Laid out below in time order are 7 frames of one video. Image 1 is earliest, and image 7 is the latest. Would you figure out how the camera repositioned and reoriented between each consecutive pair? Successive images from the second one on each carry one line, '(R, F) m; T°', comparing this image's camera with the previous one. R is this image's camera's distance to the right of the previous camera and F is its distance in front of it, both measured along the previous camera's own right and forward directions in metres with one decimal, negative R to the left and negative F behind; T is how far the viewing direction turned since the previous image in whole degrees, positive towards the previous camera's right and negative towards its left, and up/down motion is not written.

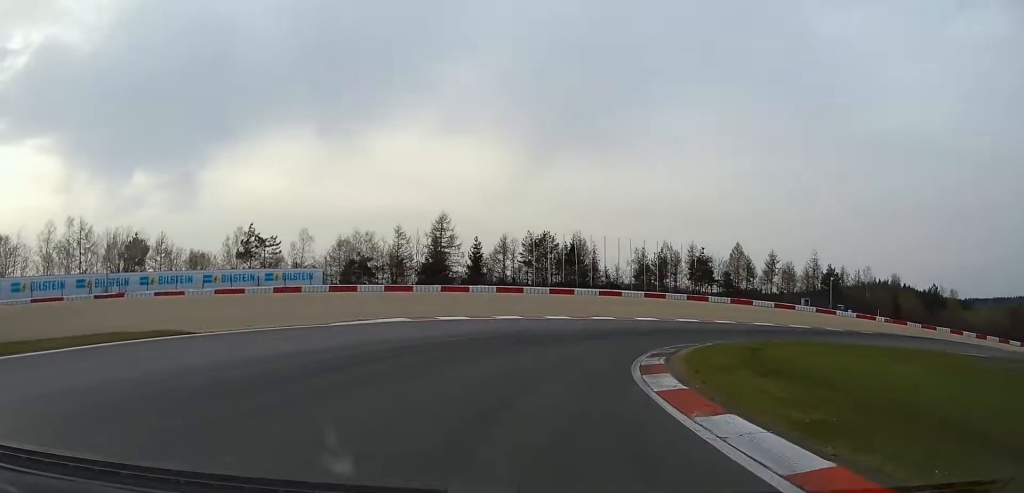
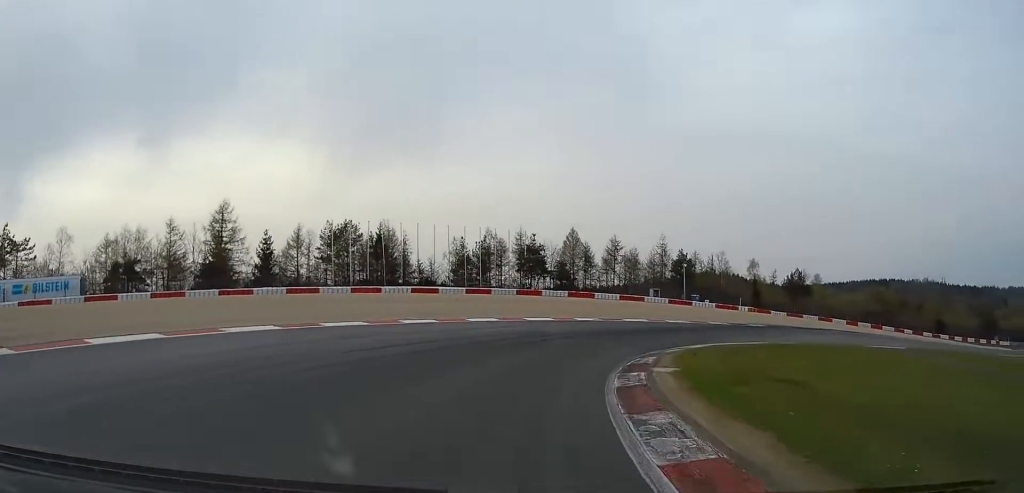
(+2.6, +16.6) m; +19°
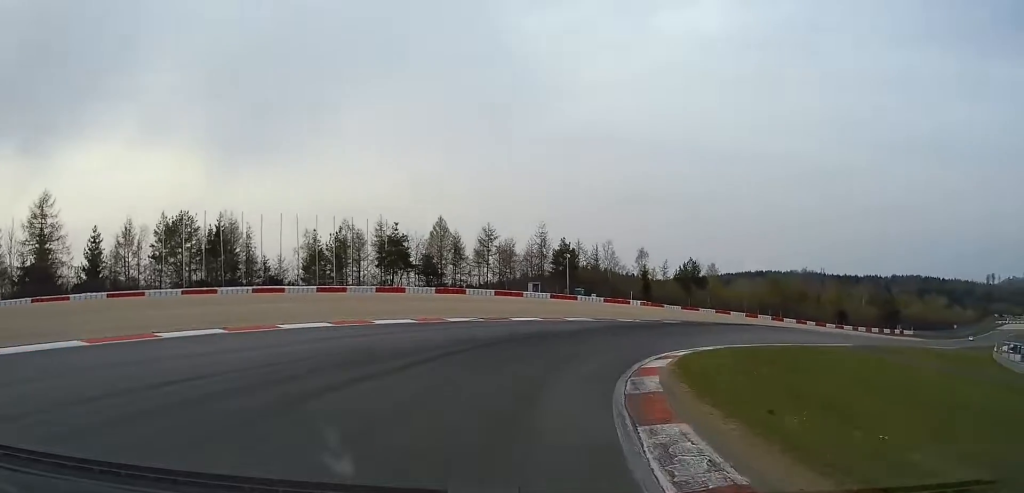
(+0.7, +11.2) m; +14°
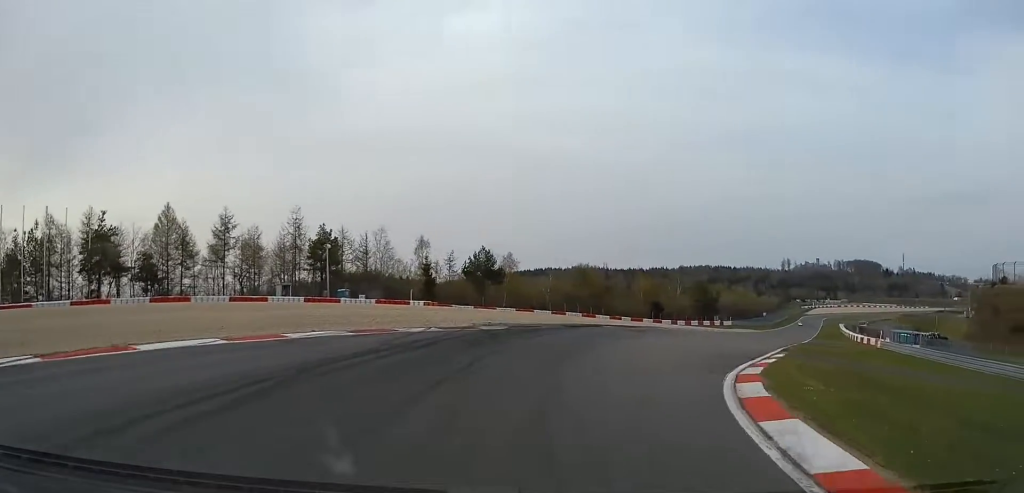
(+4.3, +21.6) m; +19°
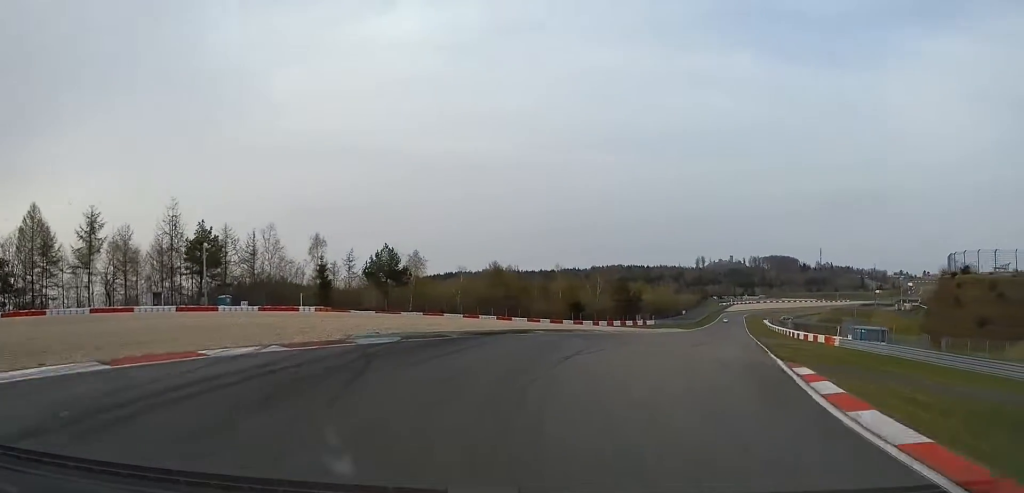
(+0.9, +10.6) m; +6°
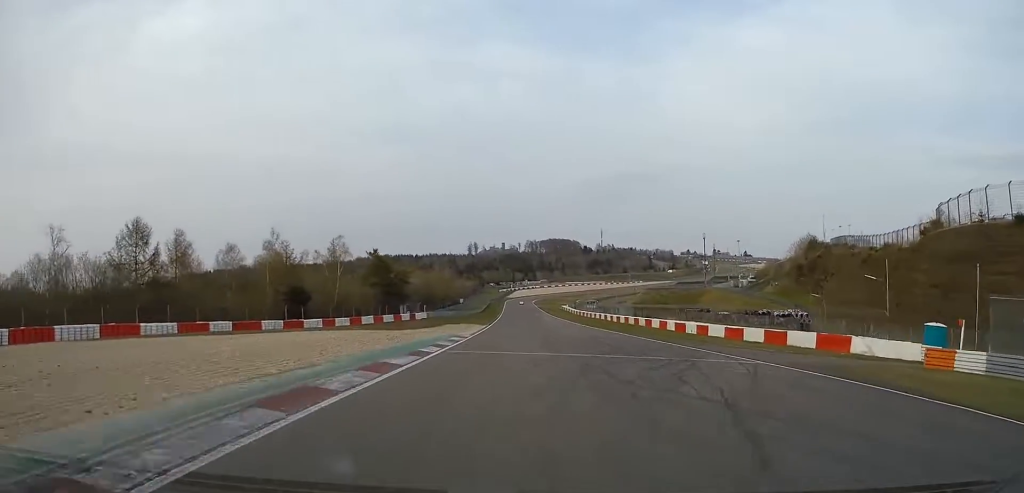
(+11.0, +58.8) m; +18°
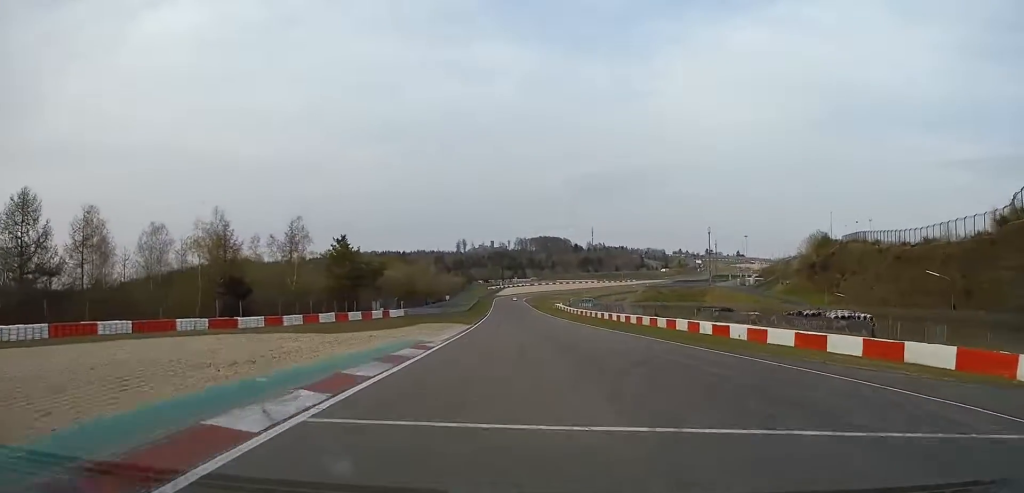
(+0.8, +17.7) m; +3°
